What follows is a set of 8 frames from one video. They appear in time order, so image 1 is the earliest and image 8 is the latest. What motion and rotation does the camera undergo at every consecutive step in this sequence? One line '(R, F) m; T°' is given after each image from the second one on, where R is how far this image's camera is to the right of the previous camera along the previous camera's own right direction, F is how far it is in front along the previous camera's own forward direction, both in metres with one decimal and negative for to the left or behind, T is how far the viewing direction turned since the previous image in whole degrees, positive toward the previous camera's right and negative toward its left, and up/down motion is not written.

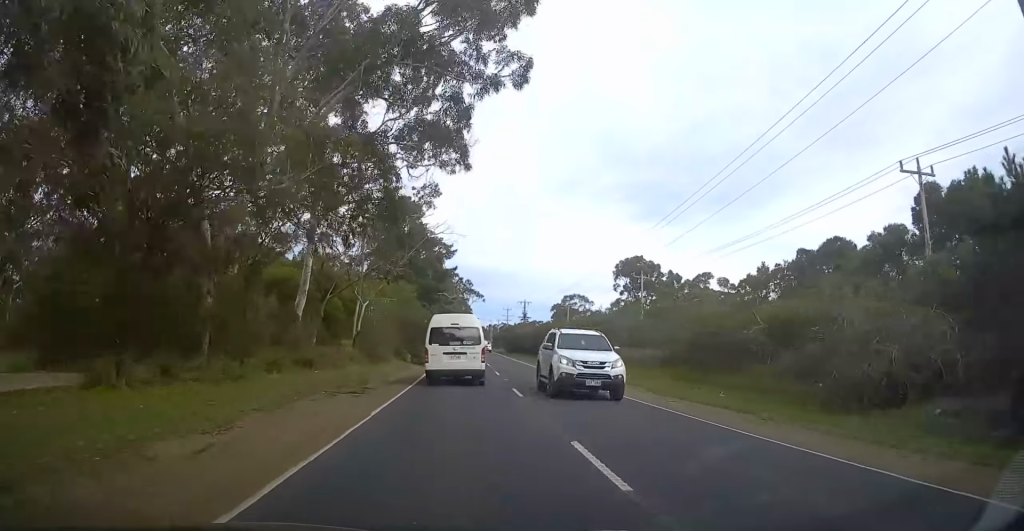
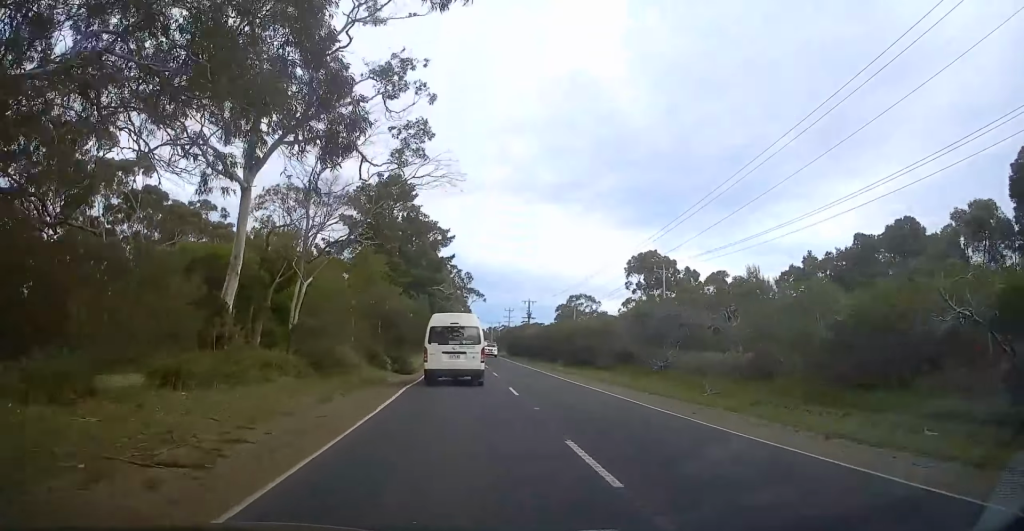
(0.0, +10.3) m; 0°
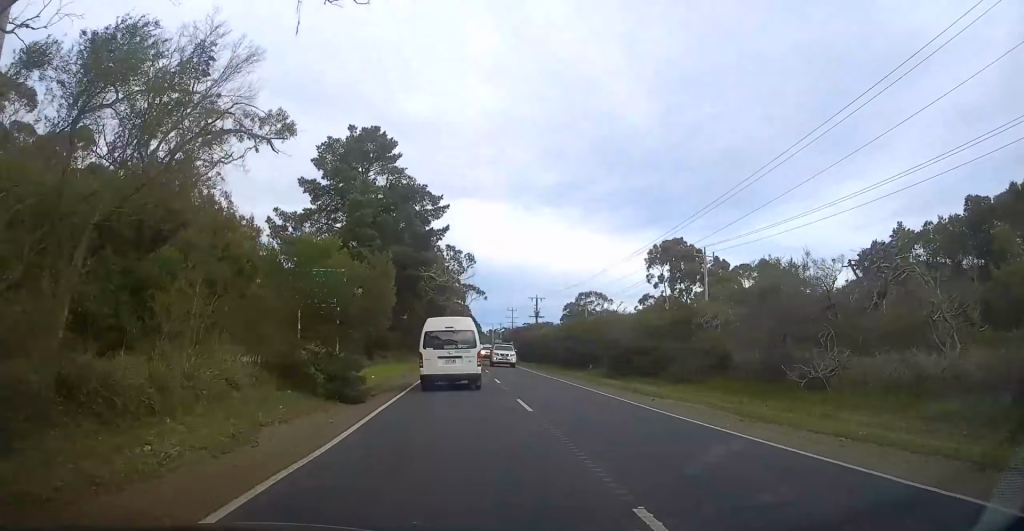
(0.0, +15.5) m; 0°
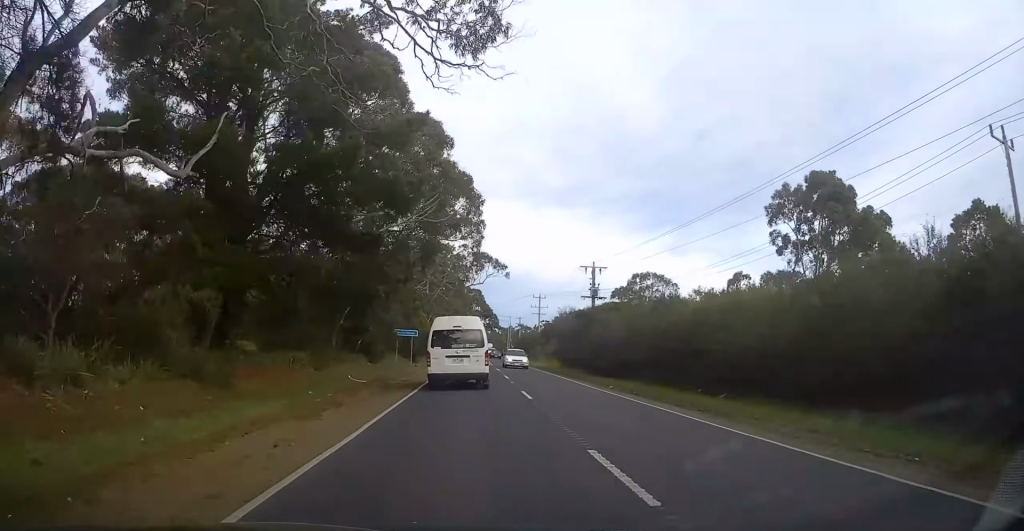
(0.0, +42.2) m; -2°
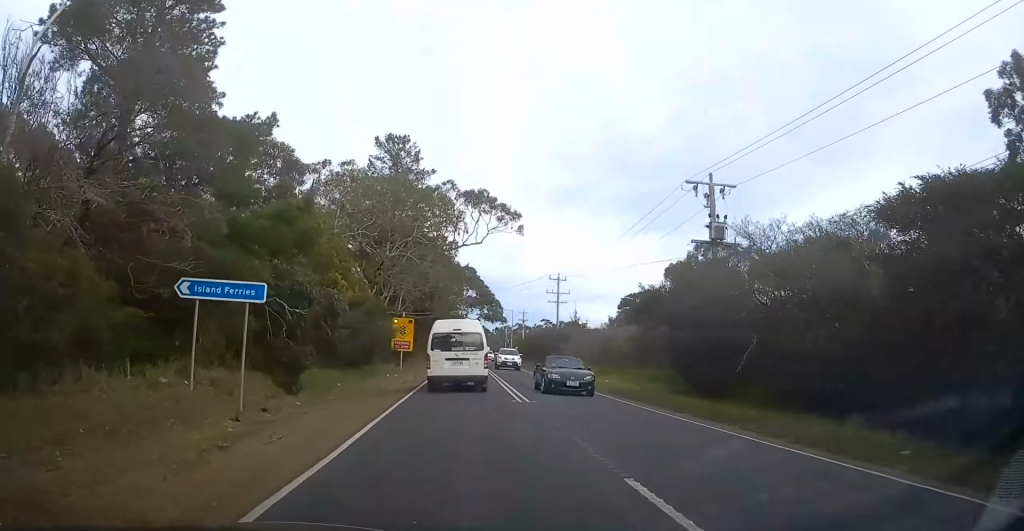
(-0.2, +35.4) m; +3°
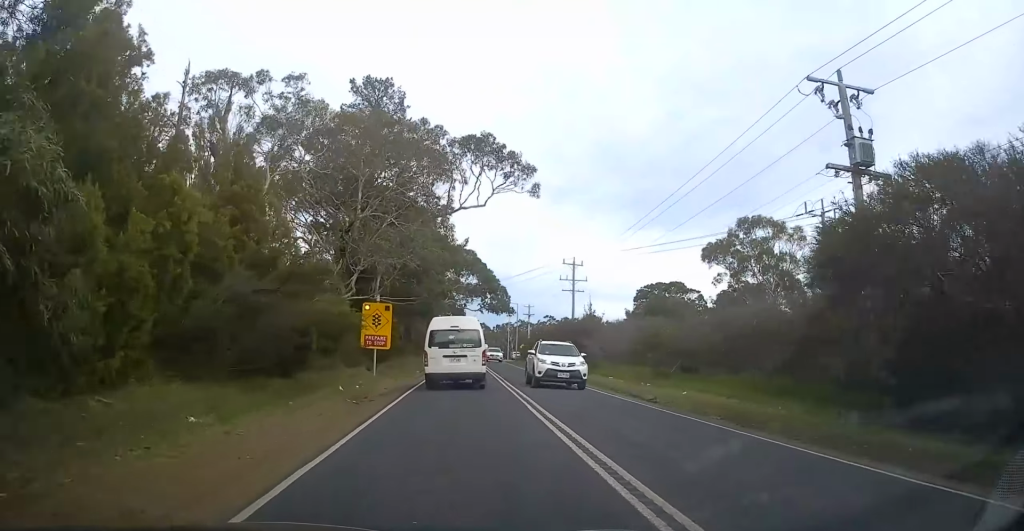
(+0.4, +13.0) m; +1°
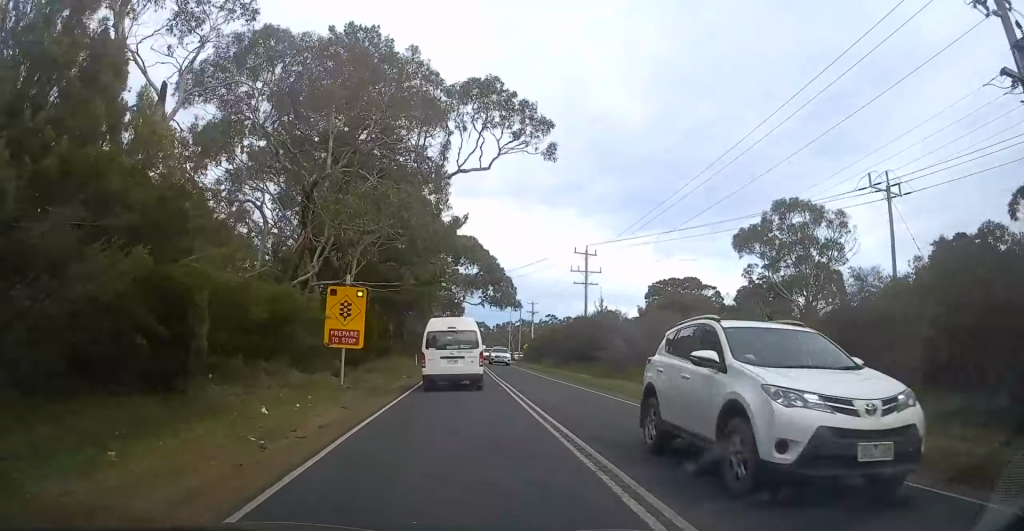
(+0.3, +8.5) m; 0°
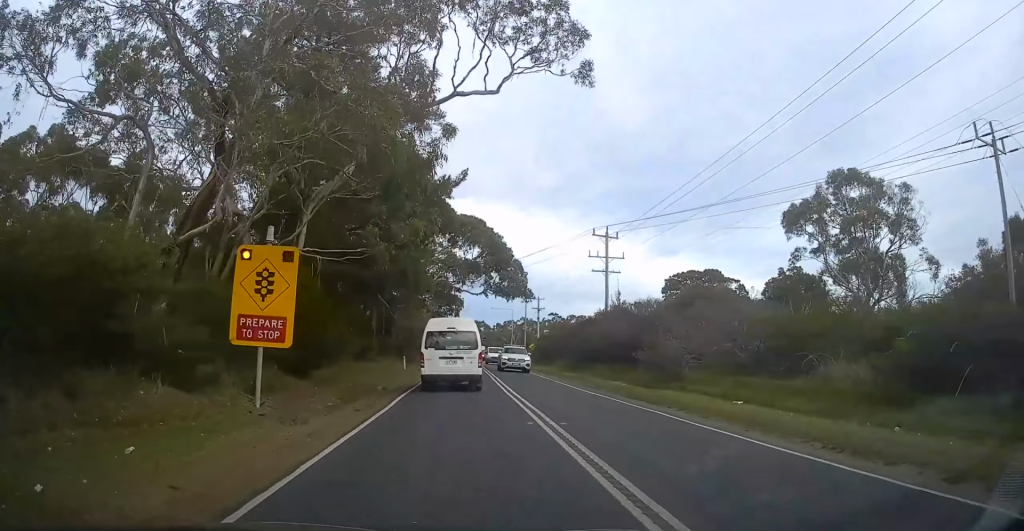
(-0.4, +10.5) m; -1°
